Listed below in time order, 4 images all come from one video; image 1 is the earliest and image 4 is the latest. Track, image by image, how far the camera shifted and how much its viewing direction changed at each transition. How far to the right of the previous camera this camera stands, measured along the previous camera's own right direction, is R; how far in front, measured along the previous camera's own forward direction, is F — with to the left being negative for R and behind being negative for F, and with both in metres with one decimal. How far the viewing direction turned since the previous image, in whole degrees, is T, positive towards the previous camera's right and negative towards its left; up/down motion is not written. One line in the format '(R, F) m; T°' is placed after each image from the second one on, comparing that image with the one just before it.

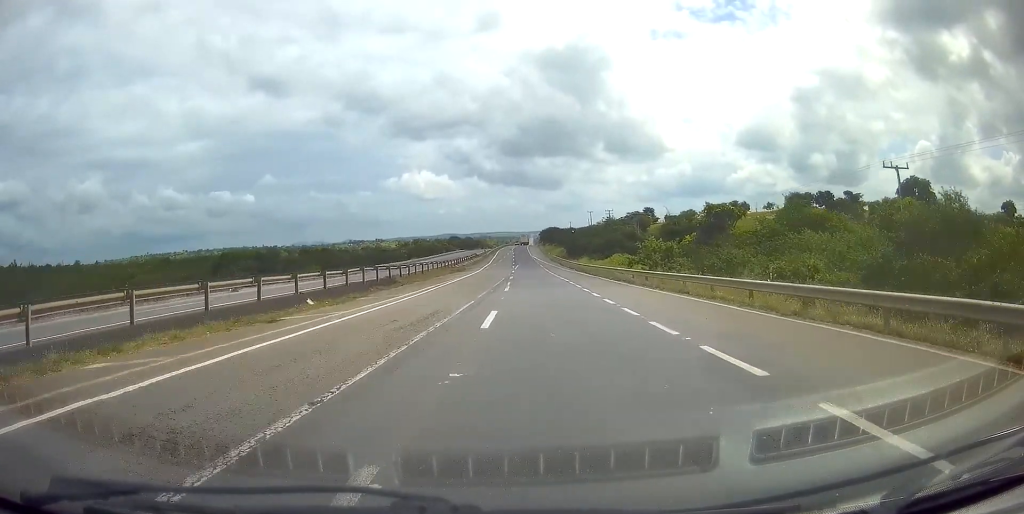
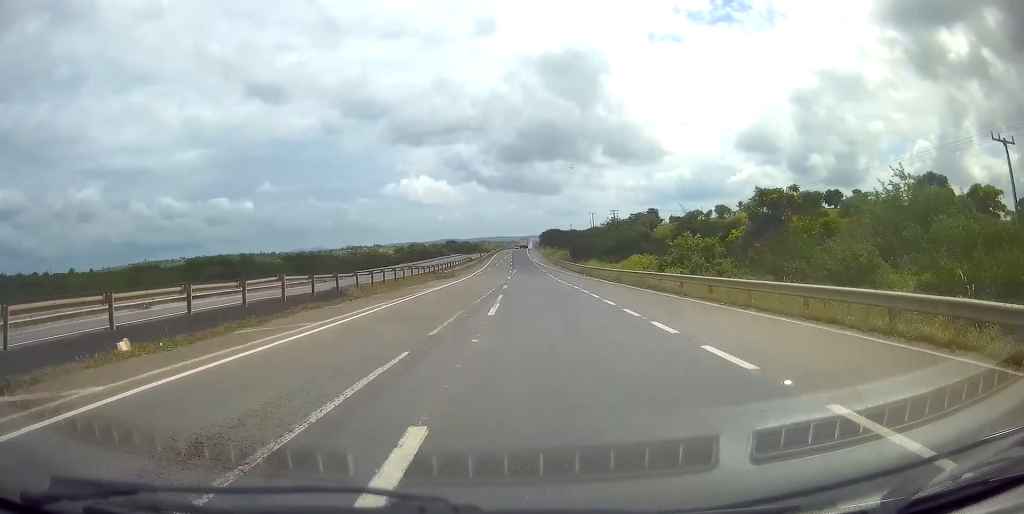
(-0.1, +12.5) m; 0°
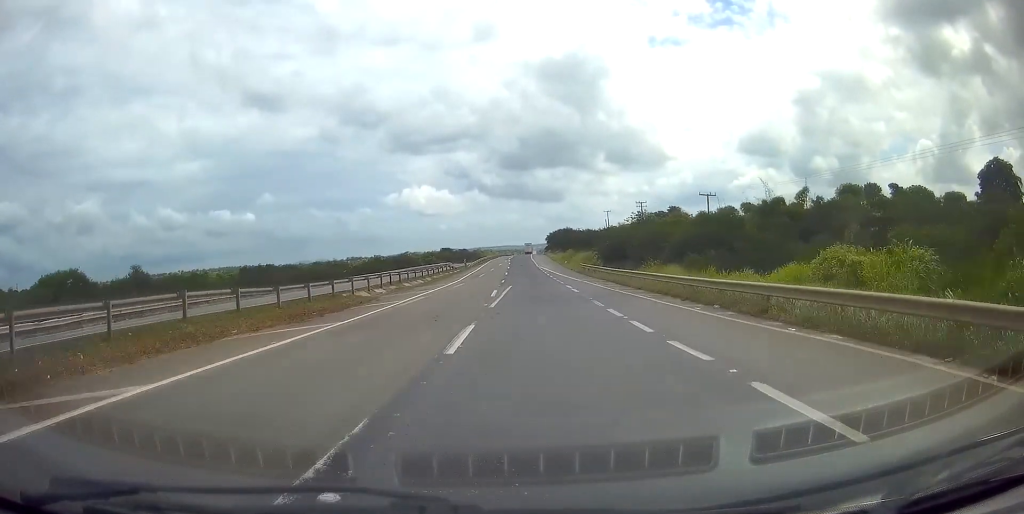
(-0.2, +38.5) m; -1°
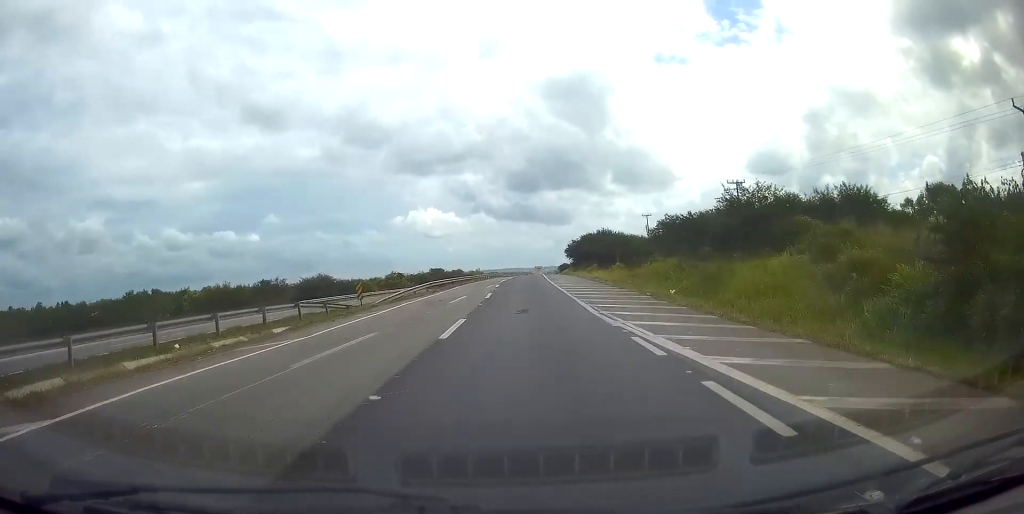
(-1.1, +62.7) m; -1°
